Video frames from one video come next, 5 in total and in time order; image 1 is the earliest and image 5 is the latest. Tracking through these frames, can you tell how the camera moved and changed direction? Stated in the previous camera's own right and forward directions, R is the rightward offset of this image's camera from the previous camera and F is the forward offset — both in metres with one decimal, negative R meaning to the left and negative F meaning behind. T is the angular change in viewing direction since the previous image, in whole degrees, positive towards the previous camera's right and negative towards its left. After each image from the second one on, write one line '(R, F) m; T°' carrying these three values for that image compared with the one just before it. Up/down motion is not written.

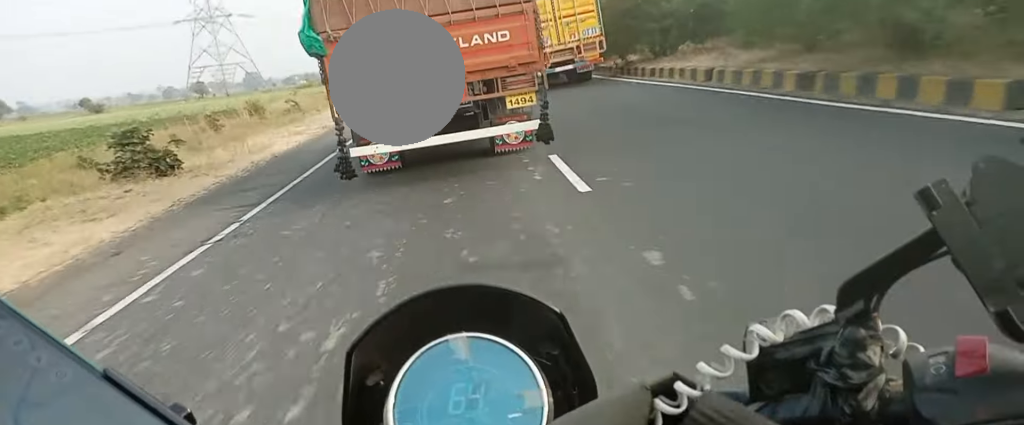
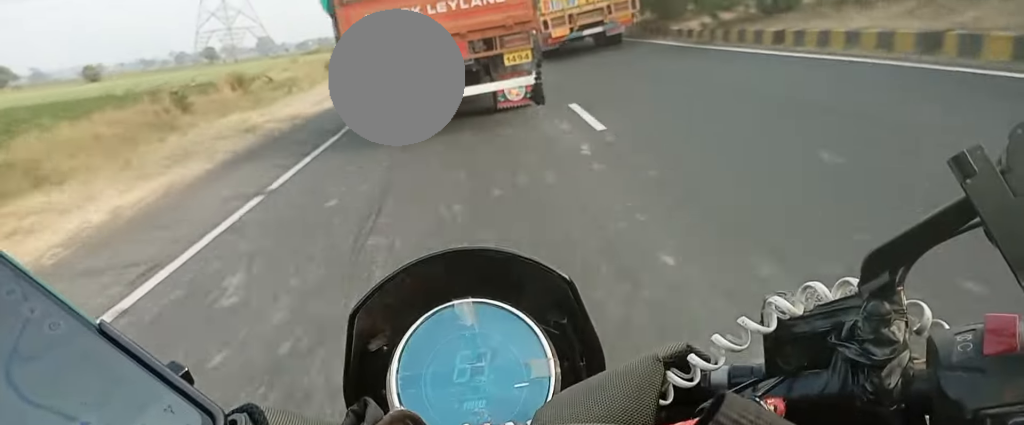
(-0.1, +7.6) m; 0°
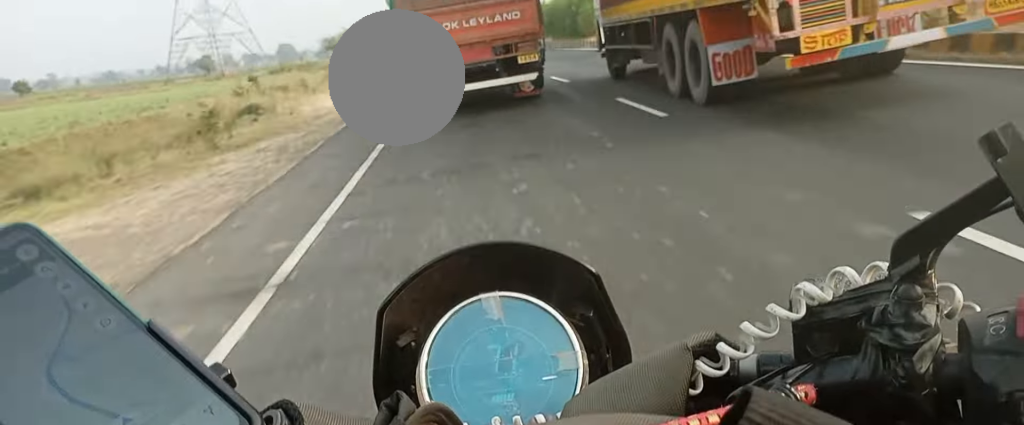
(-0.3, +52.0) m; -1°
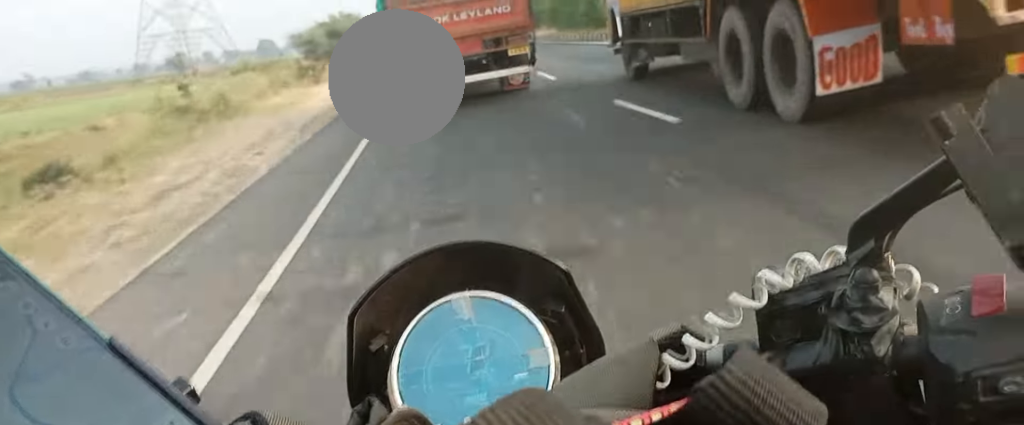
(-0.2, +10.3) m; 0°
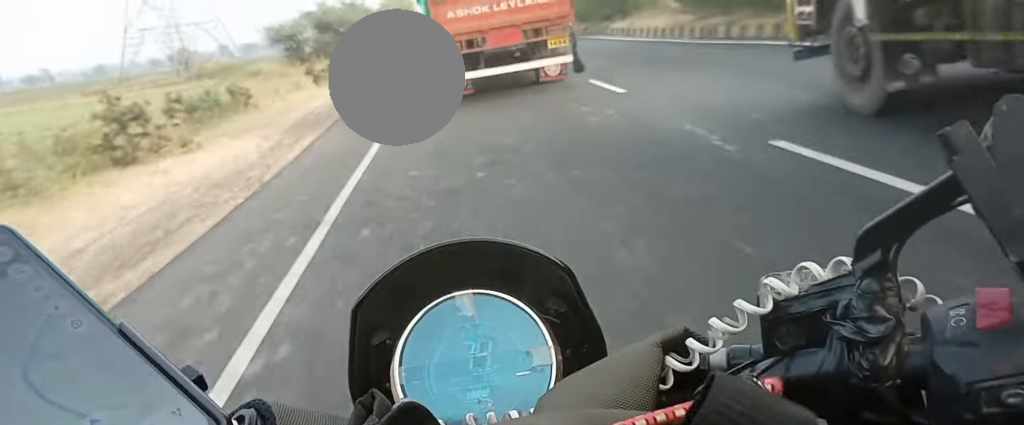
(+0.5, +22.2) m; 0°
